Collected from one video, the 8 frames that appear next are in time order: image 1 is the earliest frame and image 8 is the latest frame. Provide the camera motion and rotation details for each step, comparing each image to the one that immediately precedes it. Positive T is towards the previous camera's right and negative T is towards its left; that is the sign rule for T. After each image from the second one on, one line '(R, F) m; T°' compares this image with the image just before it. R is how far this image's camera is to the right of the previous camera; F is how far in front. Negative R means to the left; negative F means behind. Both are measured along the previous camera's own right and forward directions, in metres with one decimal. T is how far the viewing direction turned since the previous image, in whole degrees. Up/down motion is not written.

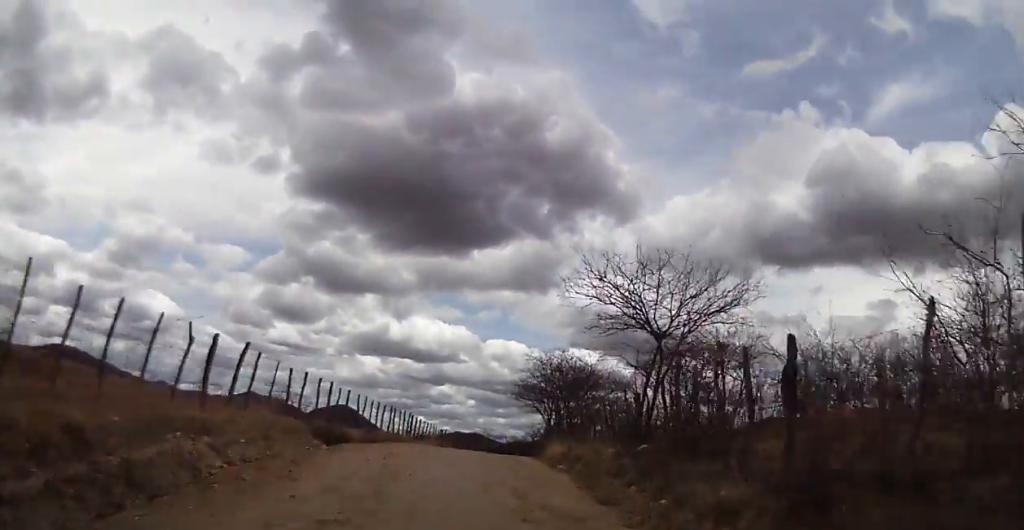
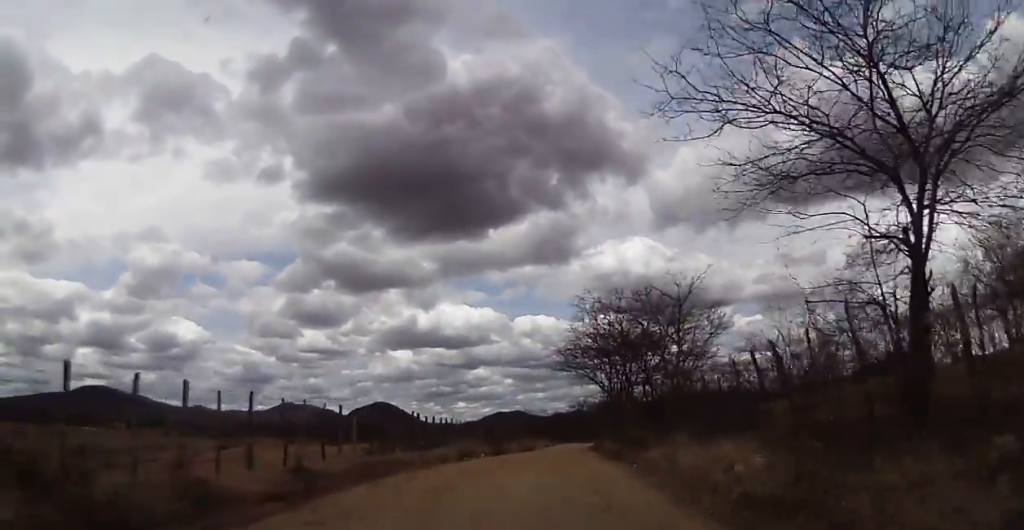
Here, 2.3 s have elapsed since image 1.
(+0.7, +10.4) m; +1°
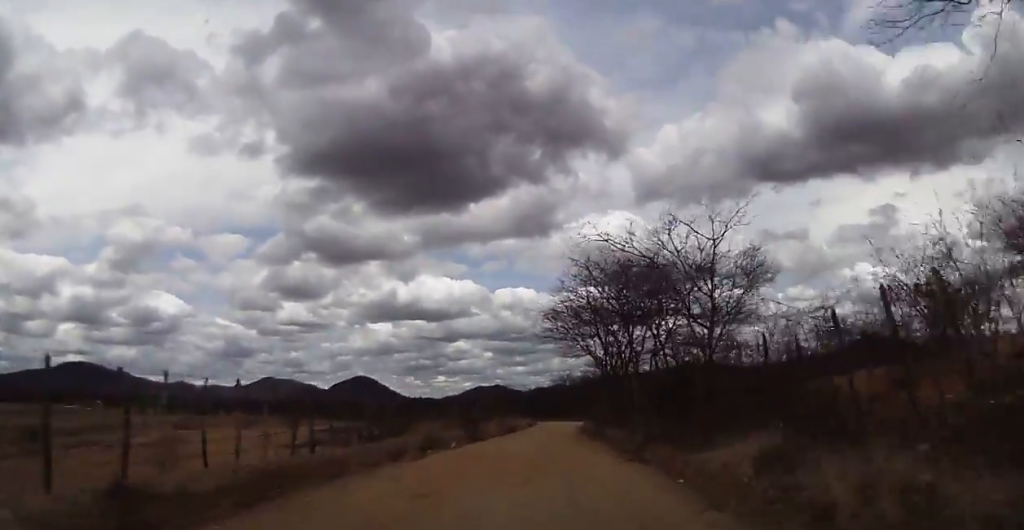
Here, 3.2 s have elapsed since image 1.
(-0.3, +4.3) m; -2°
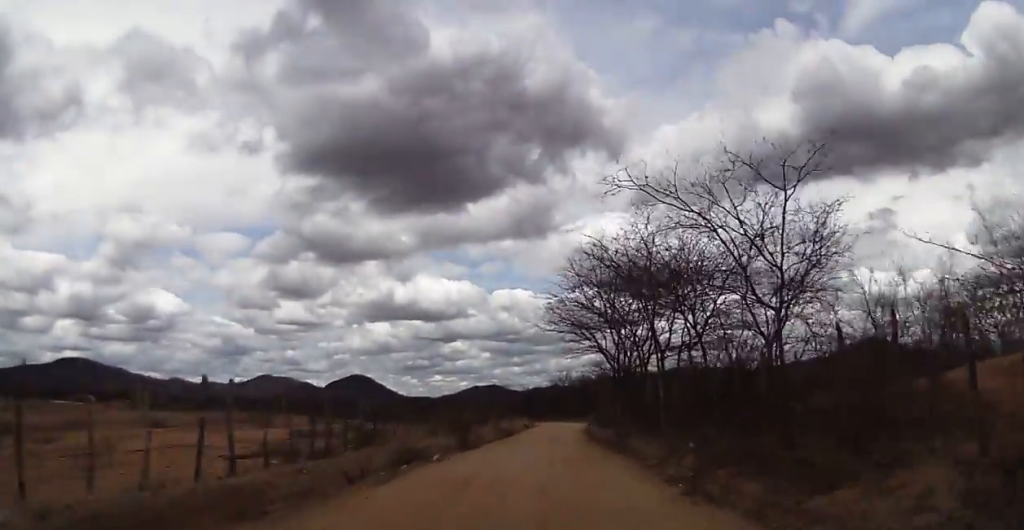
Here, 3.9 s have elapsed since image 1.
(0.0, +3.8) m; +1°
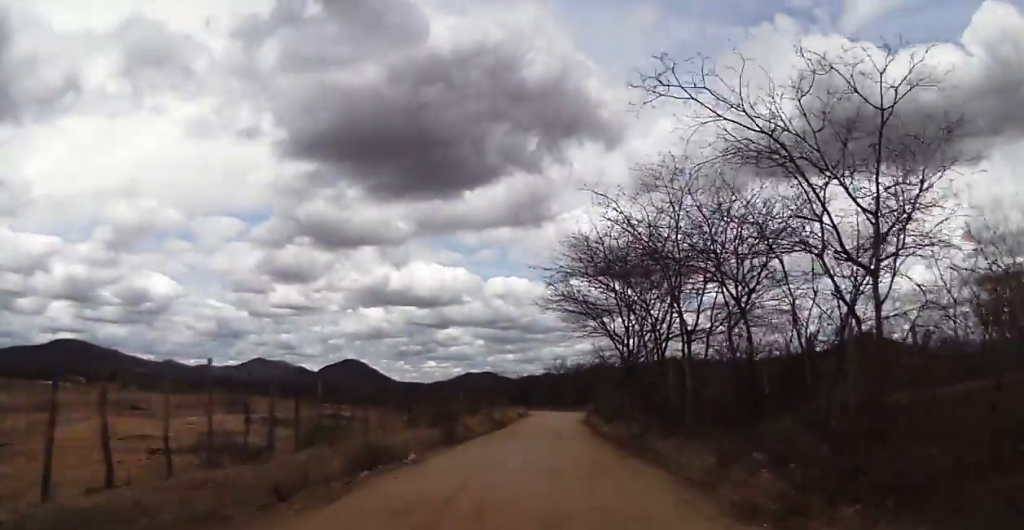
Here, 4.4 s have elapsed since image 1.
(+0.1, +3.0) m; +2°
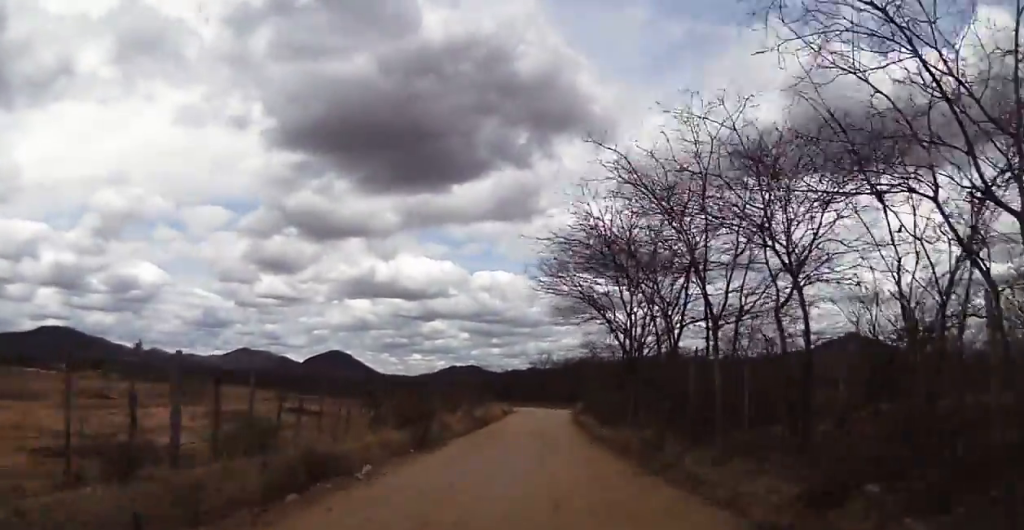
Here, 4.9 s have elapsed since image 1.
(0.0, +2.8) m; 0°
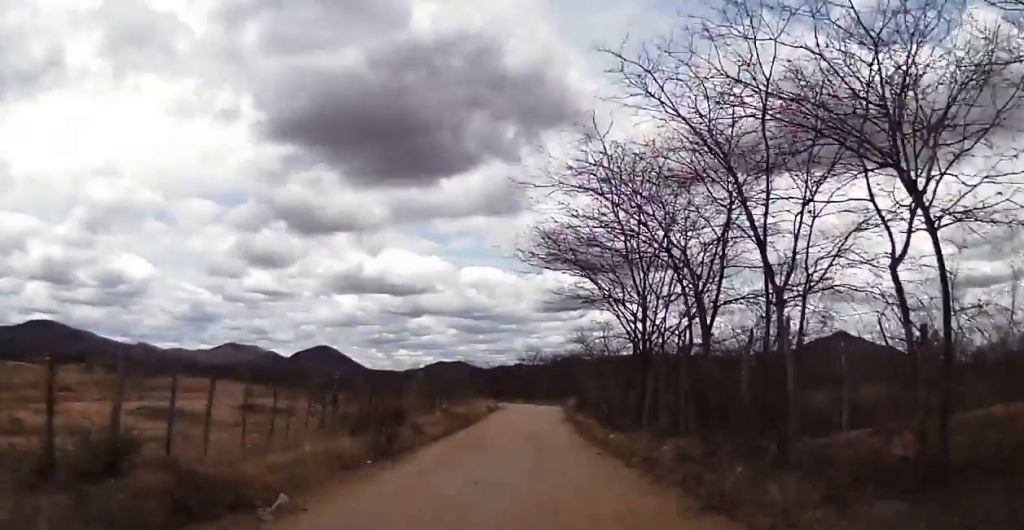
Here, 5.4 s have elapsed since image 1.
(0.0, +3.2) m; 0°
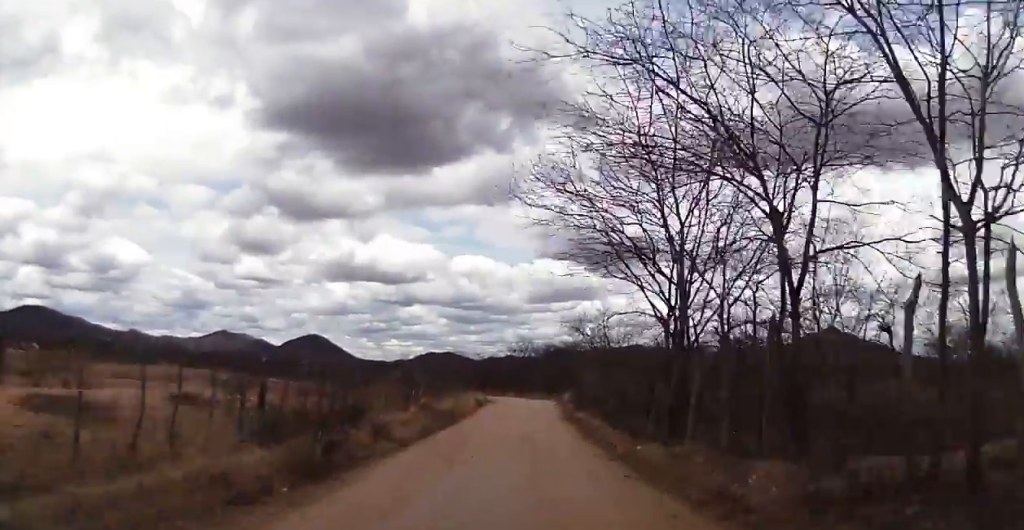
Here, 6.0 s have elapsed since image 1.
(0.0, +3.7) m; +1°
